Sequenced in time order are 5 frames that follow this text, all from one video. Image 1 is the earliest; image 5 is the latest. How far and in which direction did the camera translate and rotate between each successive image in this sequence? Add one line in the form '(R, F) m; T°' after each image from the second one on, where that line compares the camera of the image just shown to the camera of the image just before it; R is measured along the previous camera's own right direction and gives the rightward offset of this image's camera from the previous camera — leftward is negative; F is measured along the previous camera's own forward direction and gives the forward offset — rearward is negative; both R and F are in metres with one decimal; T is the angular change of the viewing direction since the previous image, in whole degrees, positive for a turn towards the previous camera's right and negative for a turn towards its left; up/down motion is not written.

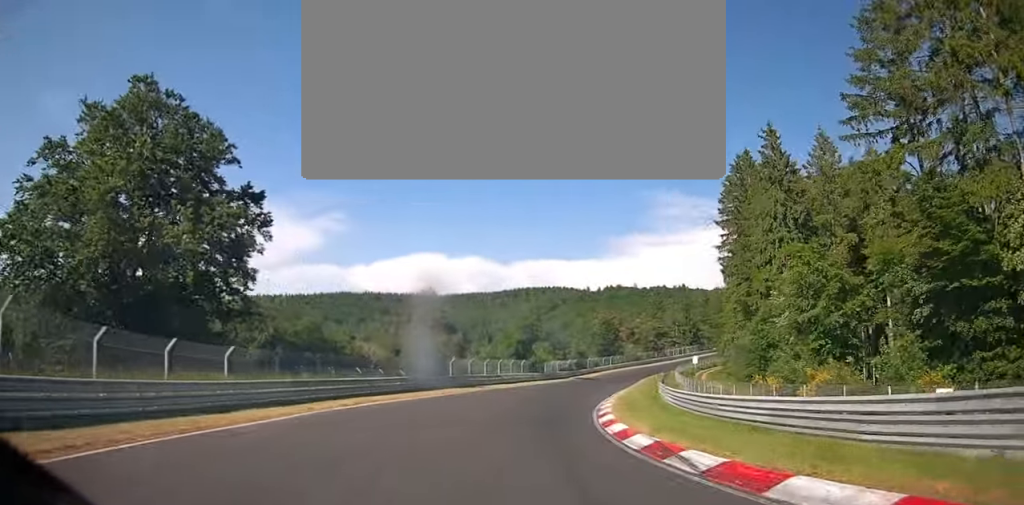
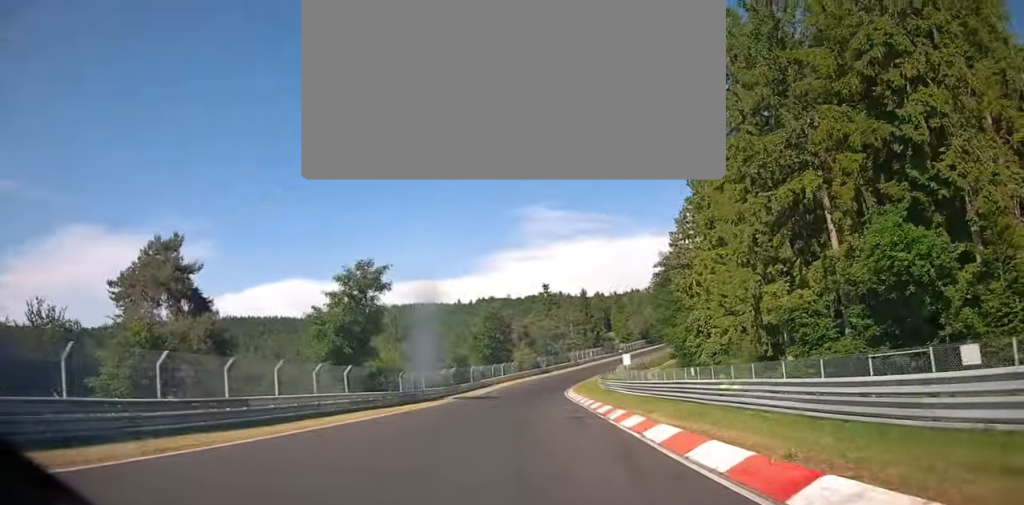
(+2.8, +37.8) m; +9°
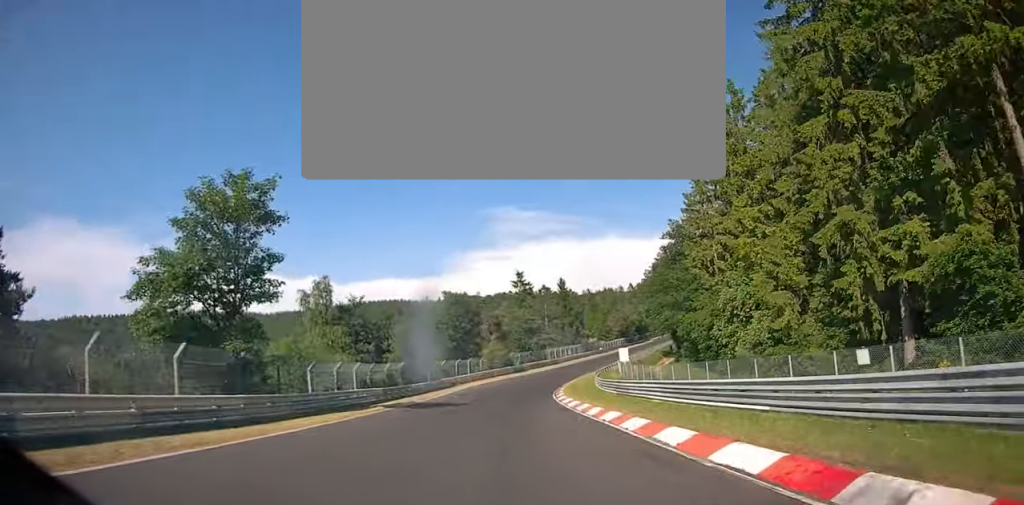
(+0.7, +17.0) m; +3°
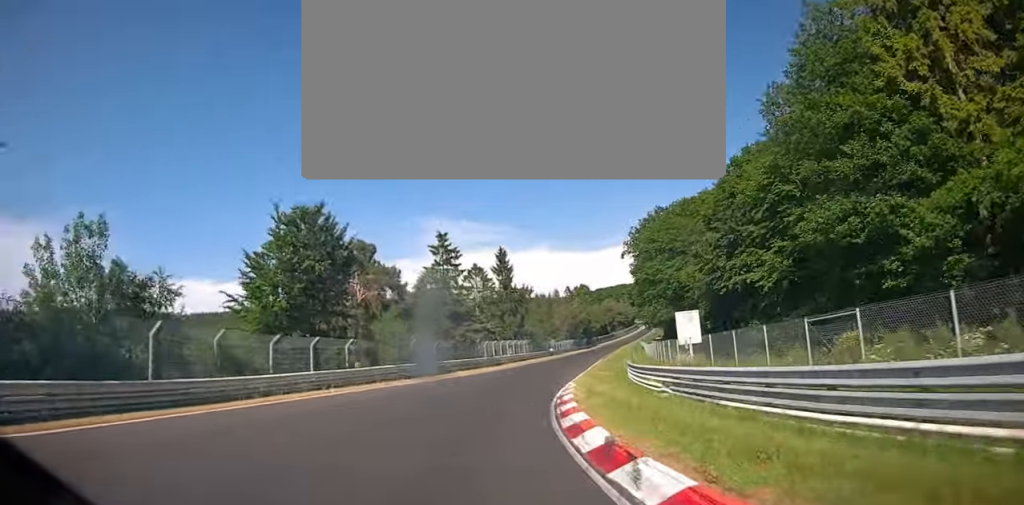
(+2.5, +39.7) m; +8°
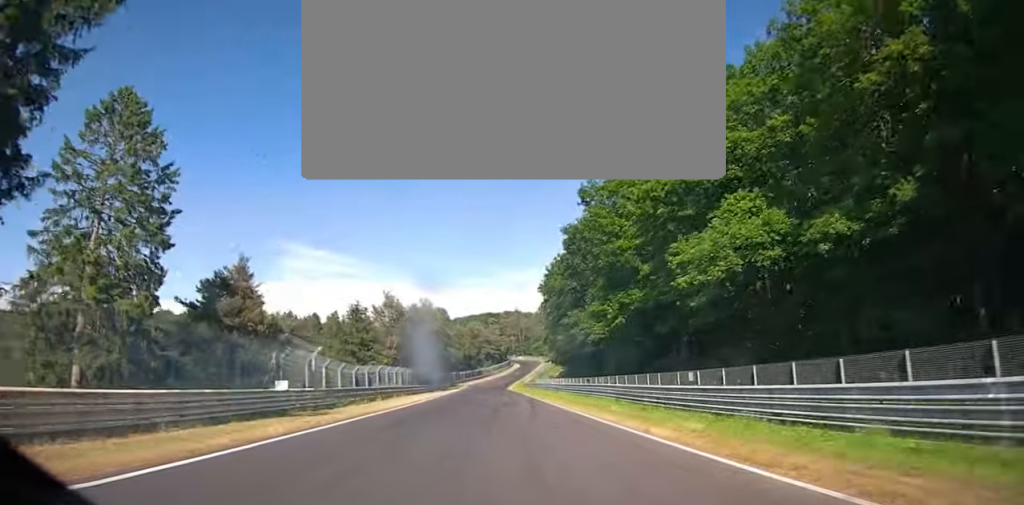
(+10.9, +81.8) m; +13°
